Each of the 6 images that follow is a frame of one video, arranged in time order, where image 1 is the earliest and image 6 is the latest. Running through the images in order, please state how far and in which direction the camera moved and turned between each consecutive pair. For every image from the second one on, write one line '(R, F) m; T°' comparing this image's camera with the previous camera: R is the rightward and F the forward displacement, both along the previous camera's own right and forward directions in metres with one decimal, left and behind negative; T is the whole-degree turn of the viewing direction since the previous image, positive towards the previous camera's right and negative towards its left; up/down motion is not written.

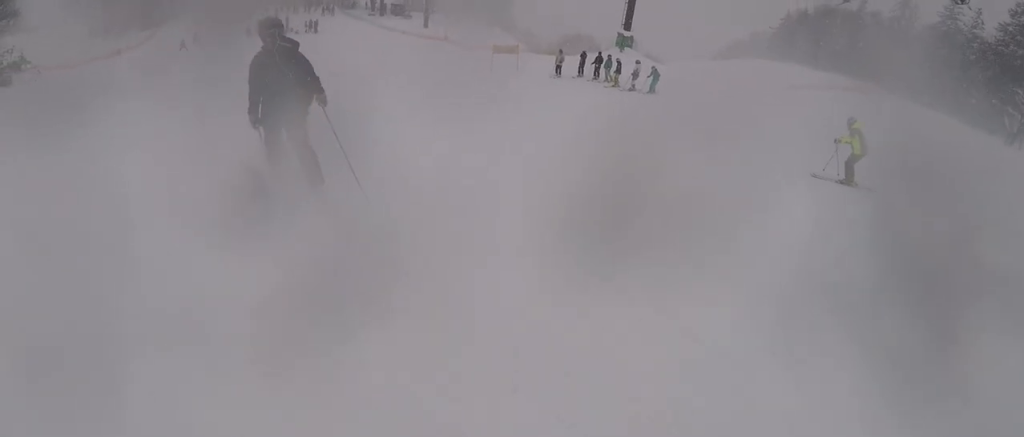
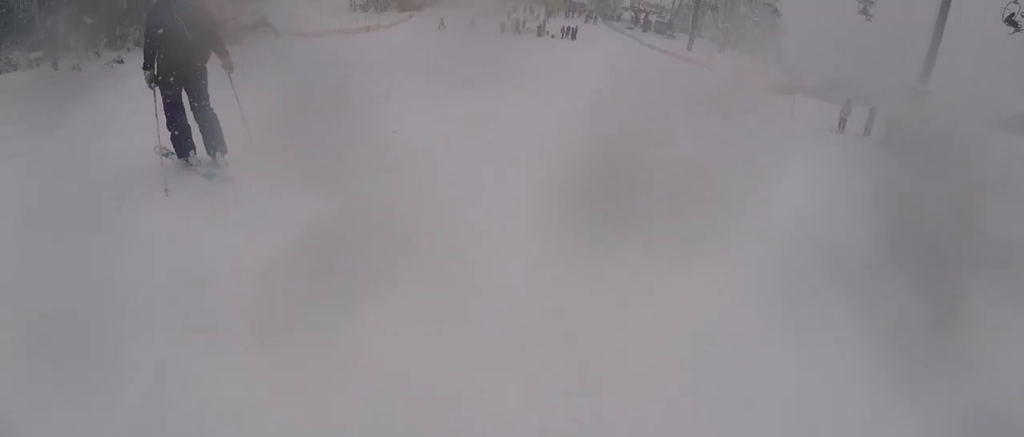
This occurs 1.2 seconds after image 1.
(-0.9, +4.4) m; -33°
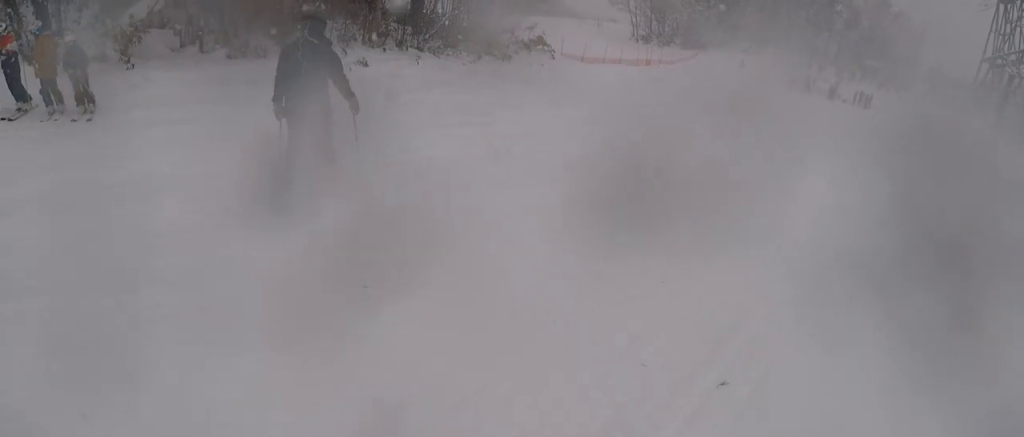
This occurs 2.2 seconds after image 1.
(-1.3, +3.6) m; -21°
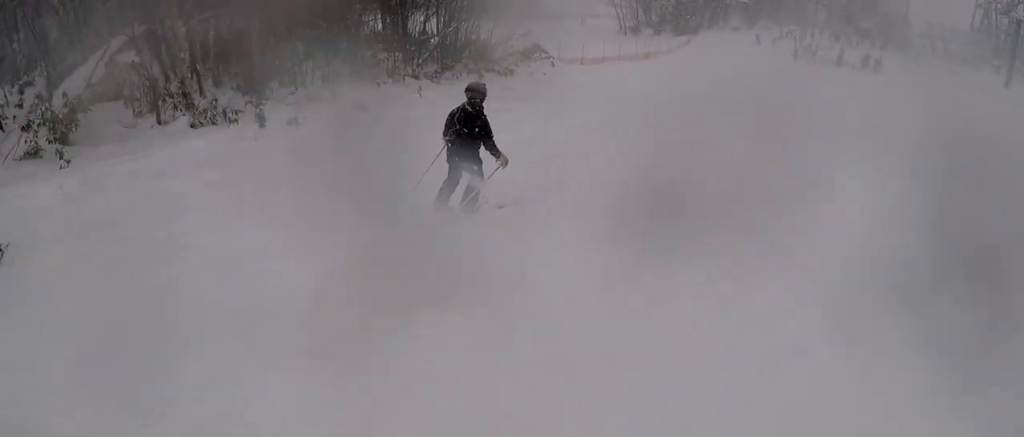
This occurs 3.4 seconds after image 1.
(+0.1, +4.3) m; +12°
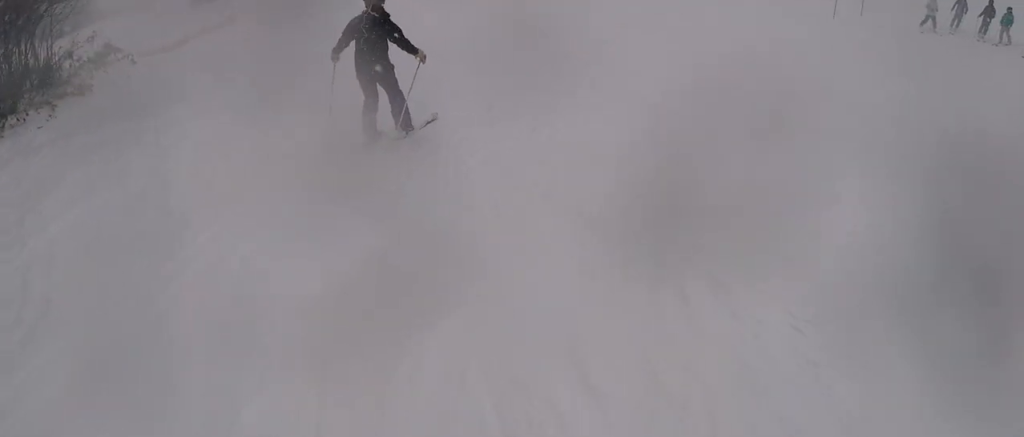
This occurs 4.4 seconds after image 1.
(+0.6, +4.2) m; +32°
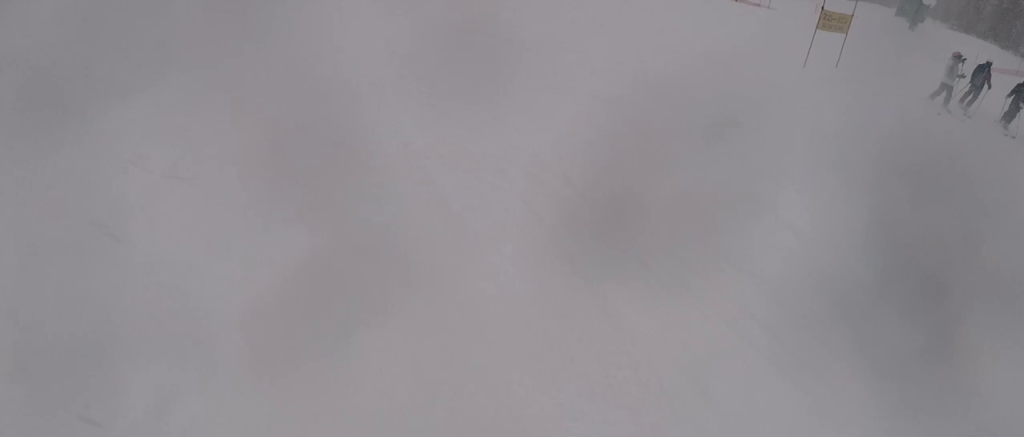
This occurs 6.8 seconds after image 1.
(+4.3, +11.2) m; -2°
